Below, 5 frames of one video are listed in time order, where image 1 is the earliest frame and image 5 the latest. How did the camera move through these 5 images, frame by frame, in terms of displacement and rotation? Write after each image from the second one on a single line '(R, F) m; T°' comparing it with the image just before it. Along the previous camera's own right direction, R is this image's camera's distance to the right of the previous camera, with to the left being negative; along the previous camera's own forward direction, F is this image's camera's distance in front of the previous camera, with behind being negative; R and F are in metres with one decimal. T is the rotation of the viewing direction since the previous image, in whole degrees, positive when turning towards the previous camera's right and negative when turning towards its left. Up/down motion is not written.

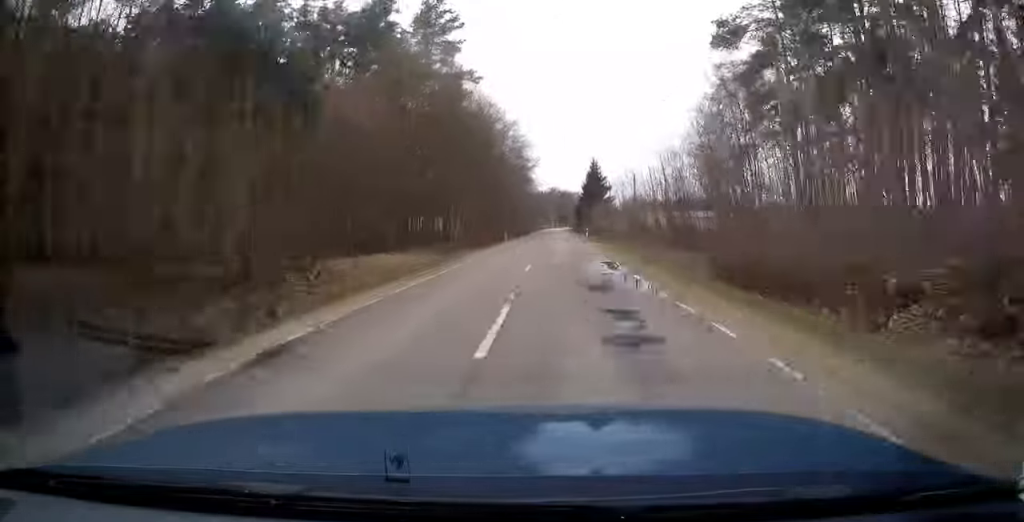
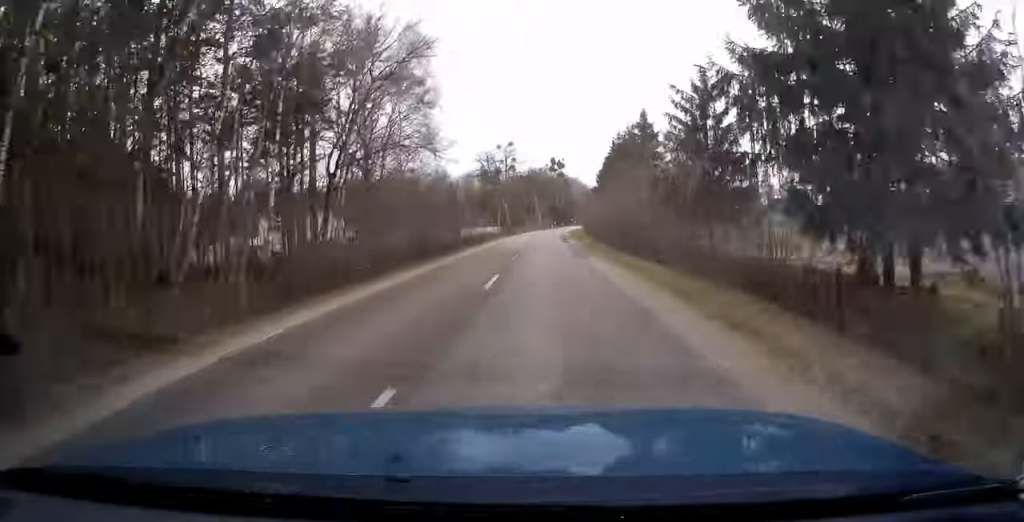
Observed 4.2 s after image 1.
(+1.4, +113.1) m; +2°
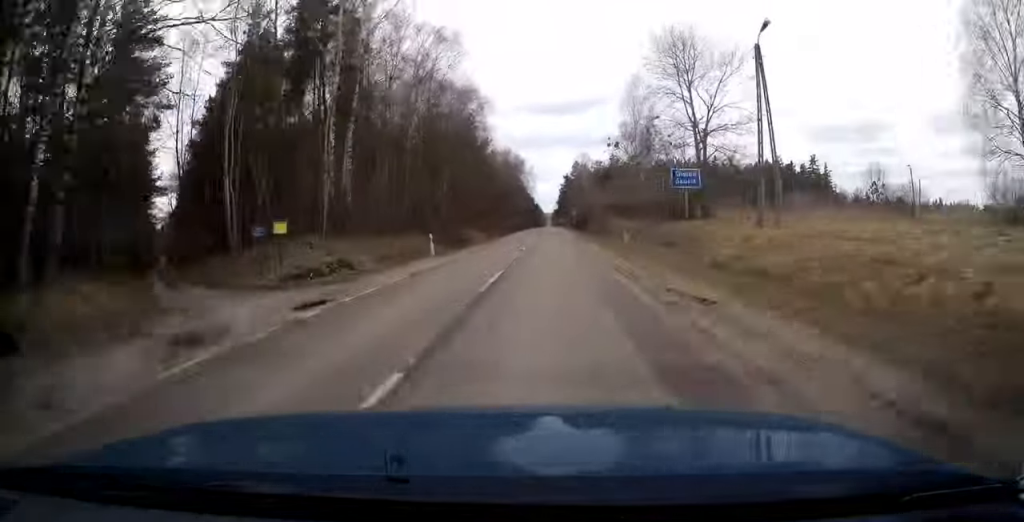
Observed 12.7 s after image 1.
(+17.2, +236.6) m; +8°
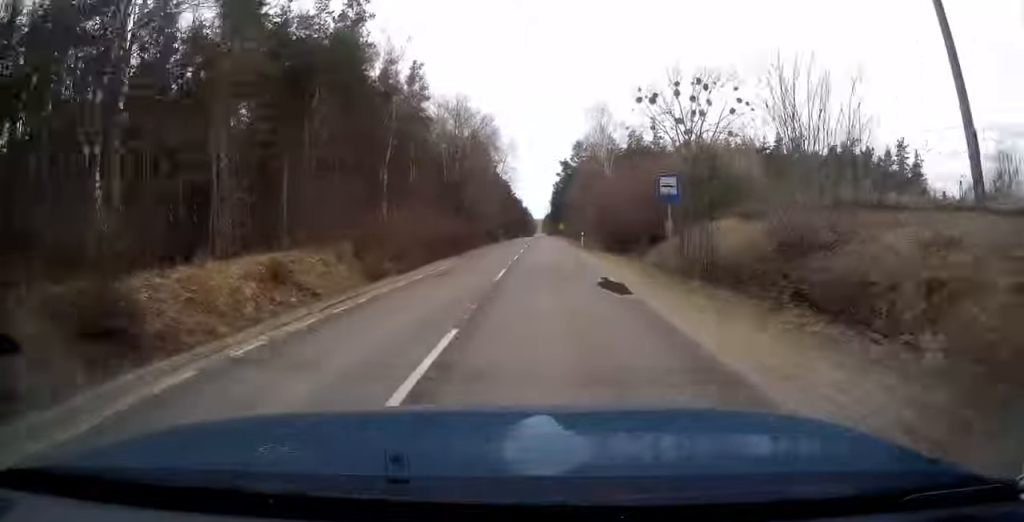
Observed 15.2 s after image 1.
(+0.4, +68.6) m; 0°
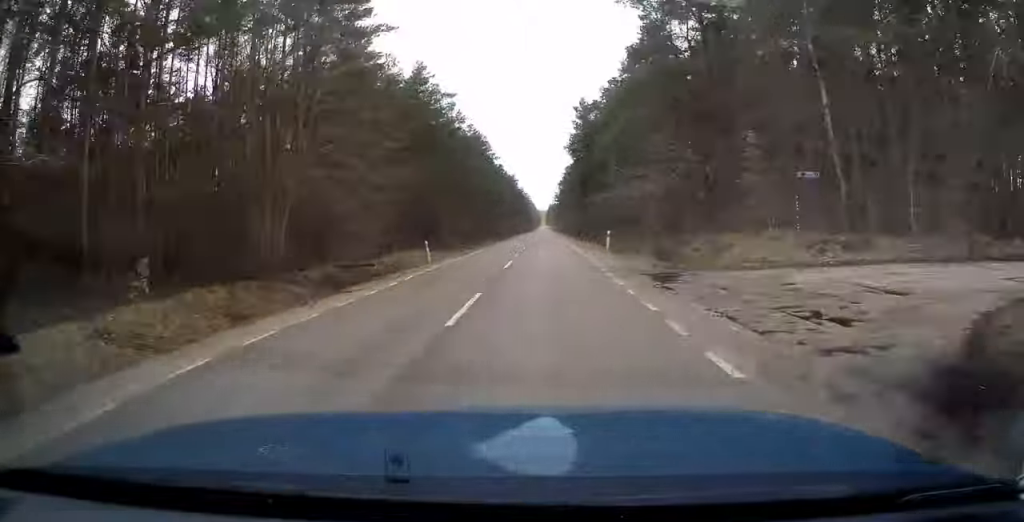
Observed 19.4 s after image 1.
(-0.2, +116.7) m; 0°
